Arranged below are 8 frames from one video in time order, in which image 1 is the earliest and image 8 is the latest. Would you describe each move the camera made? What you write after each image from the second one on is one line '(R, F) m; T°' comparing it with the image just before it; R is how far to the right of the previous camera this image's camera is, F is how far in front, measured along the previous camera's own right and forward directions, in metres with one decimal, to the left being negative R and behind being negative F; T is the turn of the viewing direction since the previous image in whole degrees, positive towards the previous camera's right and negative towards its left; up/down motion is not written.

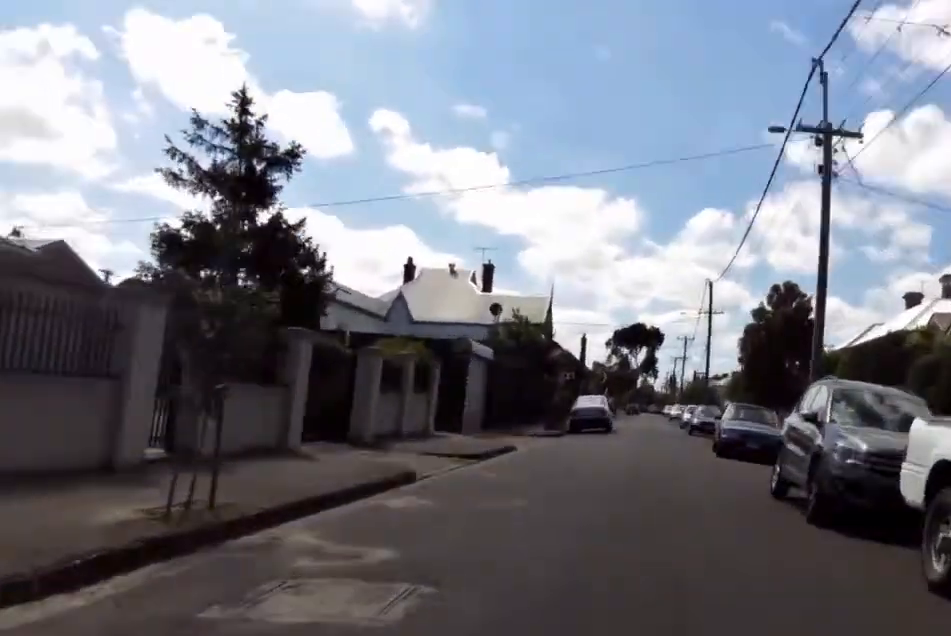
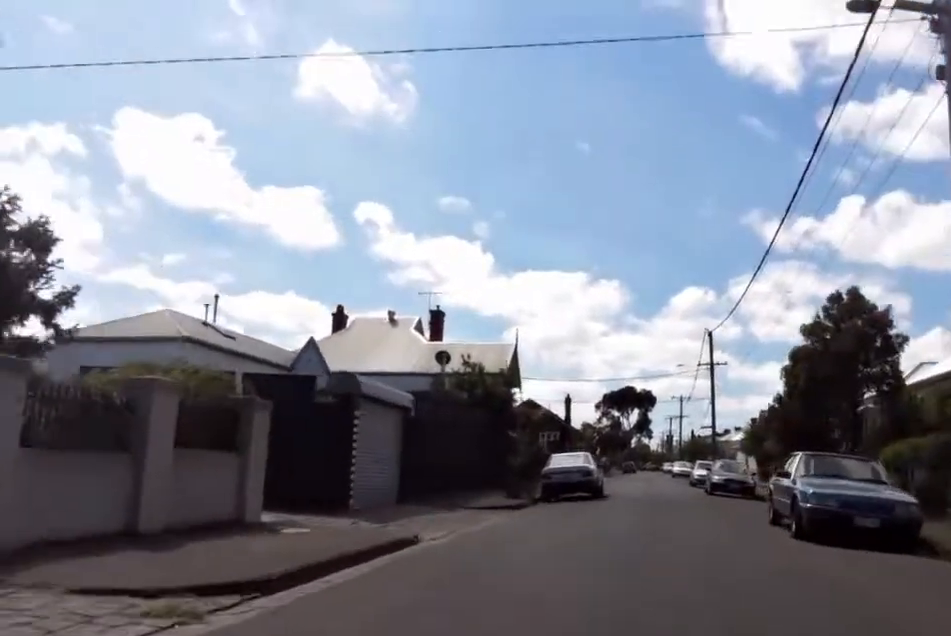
(+1.3, +9.6) m; +4°
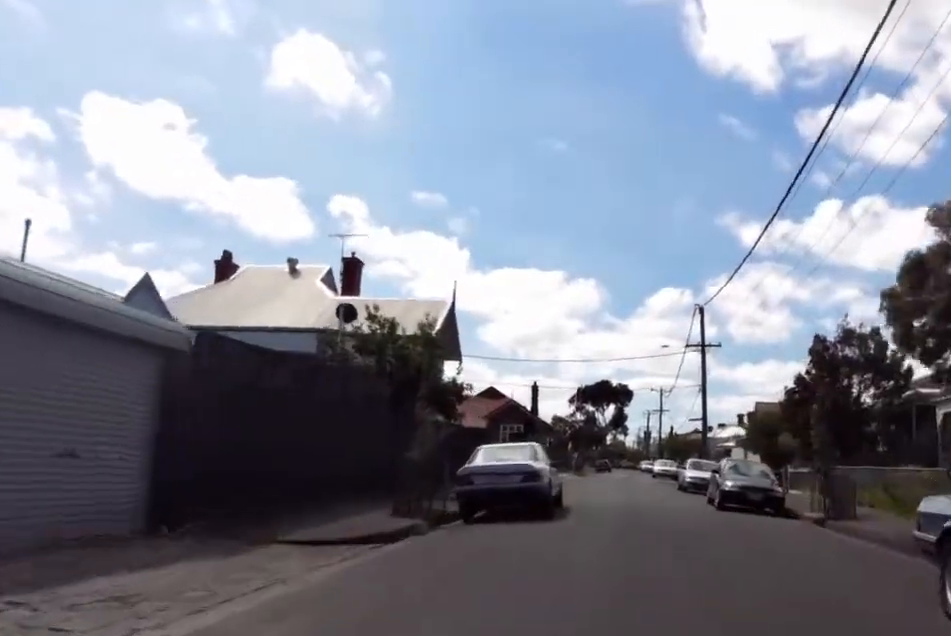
(-1.5, +8.6) m; -5°
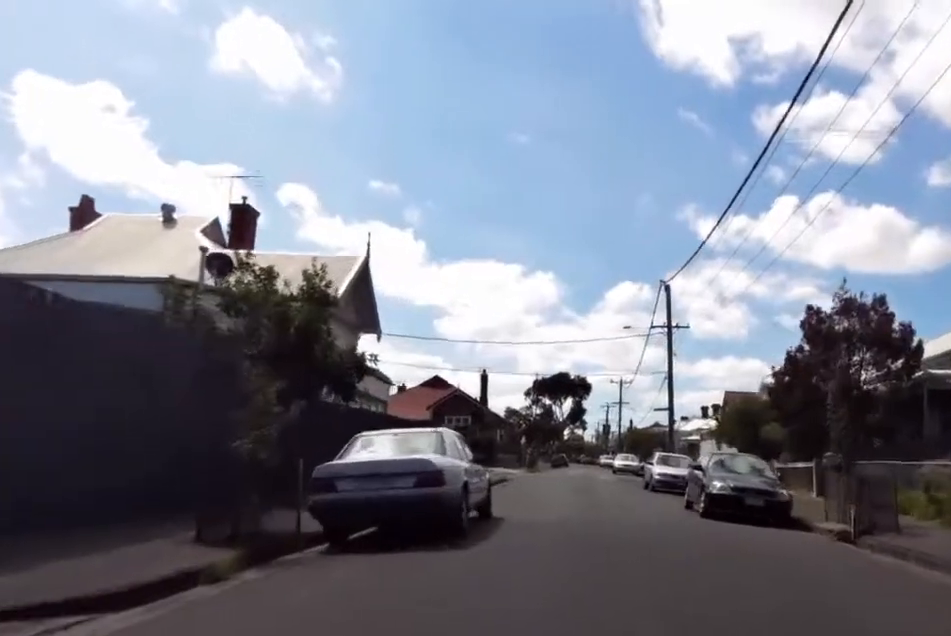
(0.0, +4.7) m; +6°
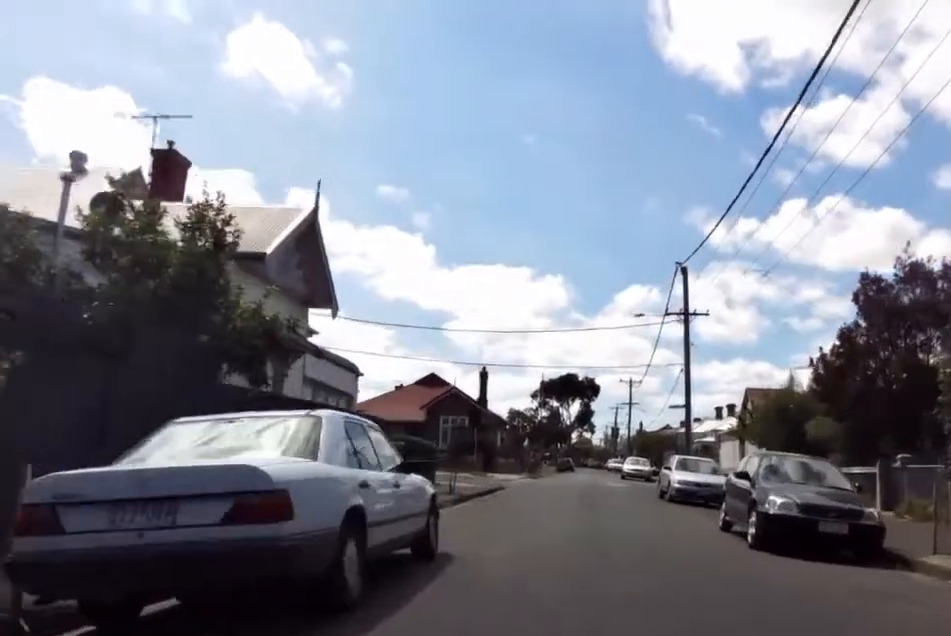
(+0.7, +4.4) m; 0°
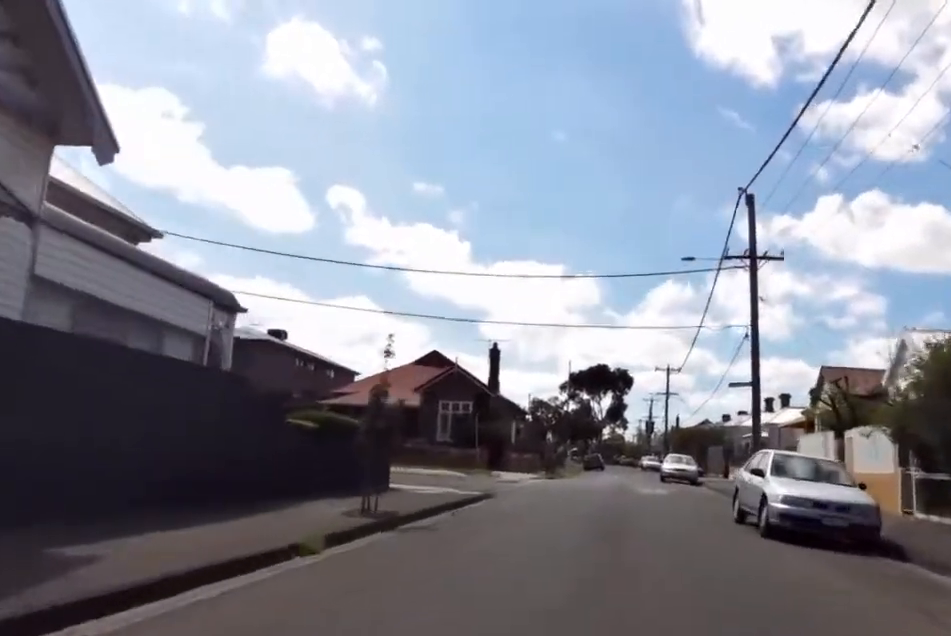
(-0.7, +10.0) m; -2°
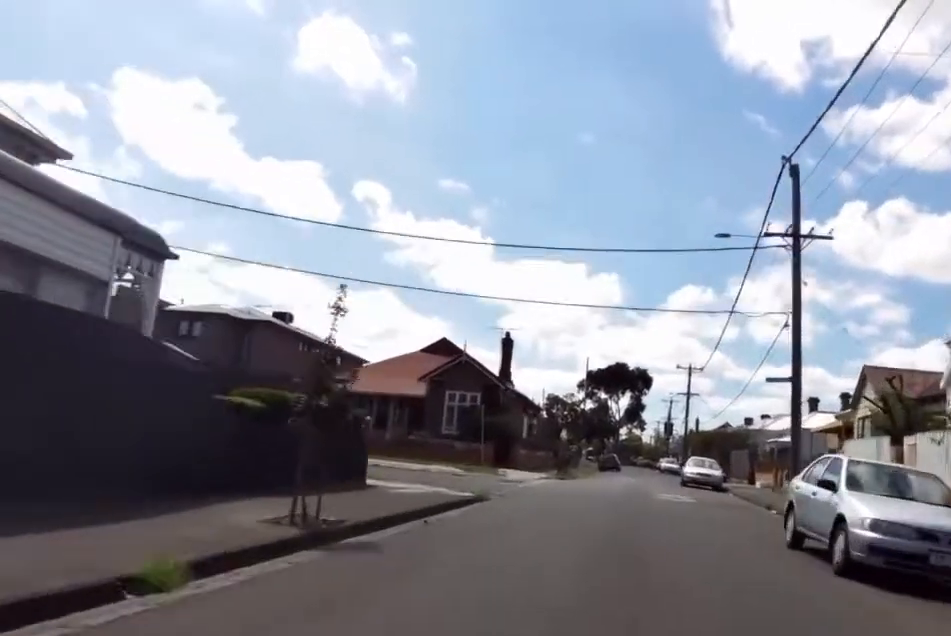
(+0.3, +3.3) m; 0°
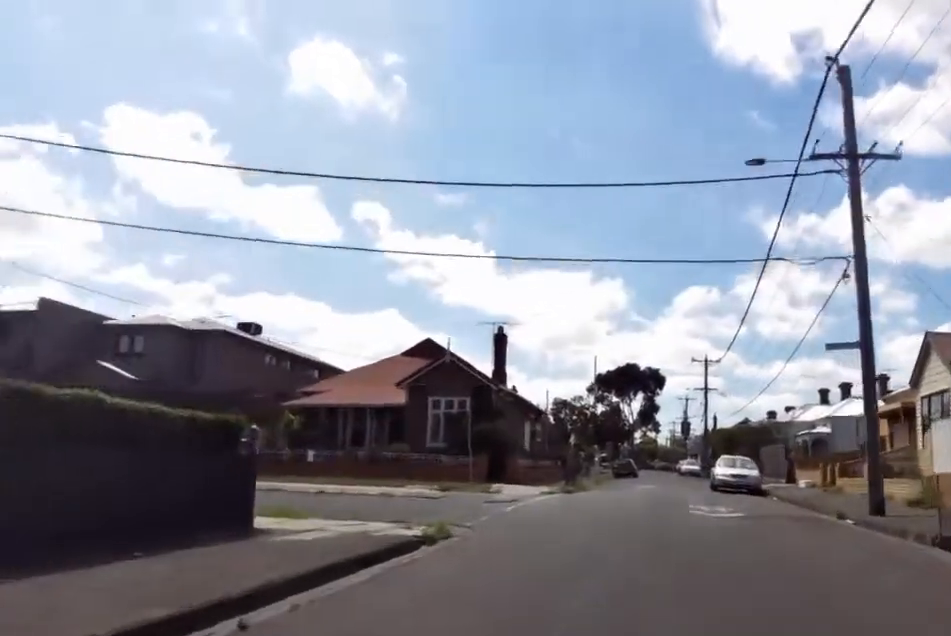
(-0.2, +5.5) m; -4°
